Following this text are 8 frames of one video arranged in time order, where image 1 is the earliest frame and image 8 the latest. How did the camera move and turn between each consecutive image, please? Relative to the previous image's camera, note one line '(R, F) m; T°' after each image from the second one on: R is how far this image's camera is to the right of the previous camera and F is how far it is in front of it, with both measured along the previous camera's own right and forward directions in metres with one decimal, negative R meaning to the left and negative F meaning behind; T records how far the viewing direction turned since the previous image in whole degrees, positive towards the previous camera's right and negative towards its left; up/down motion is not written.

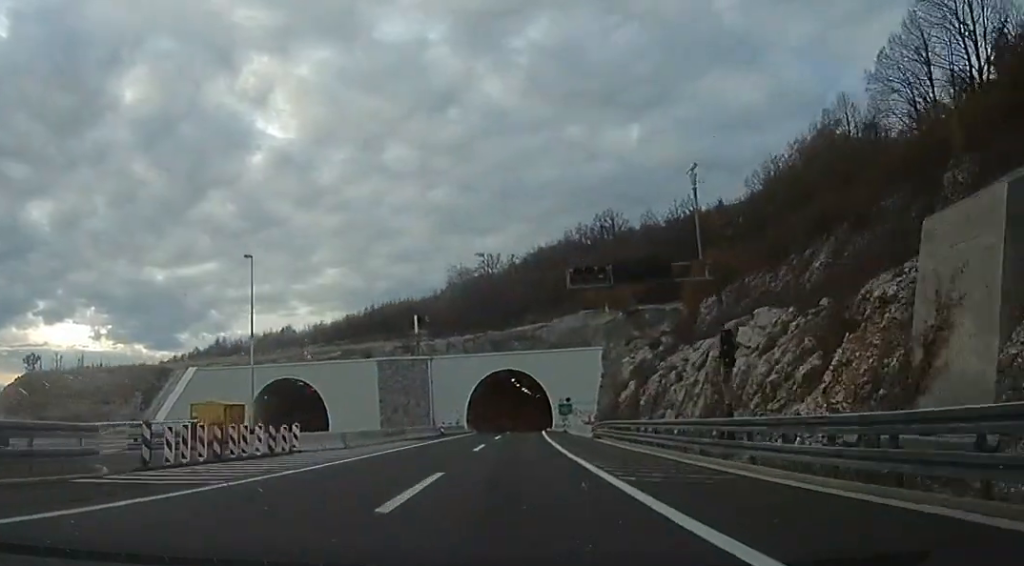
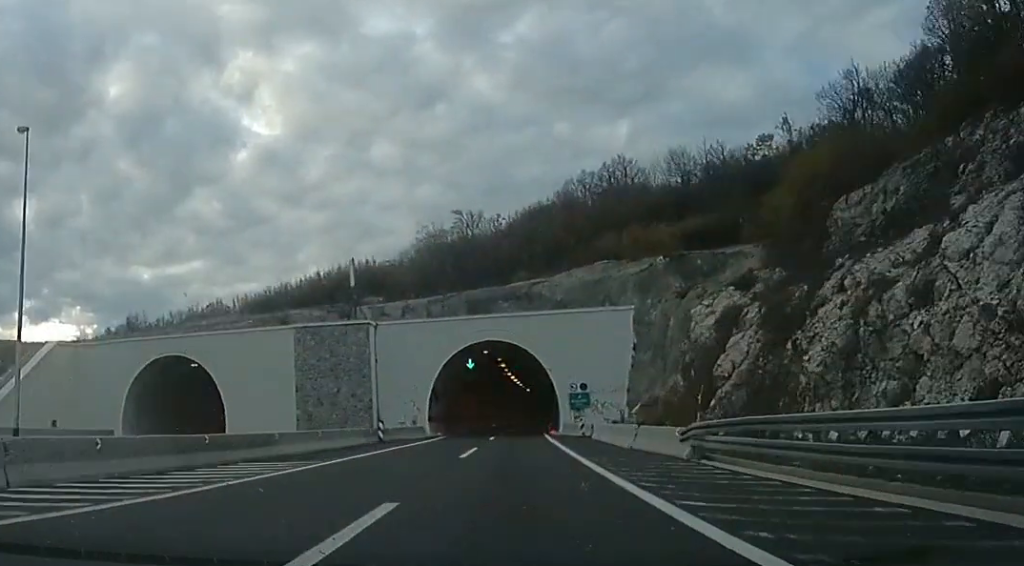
(-1.2, +21.3) m; 0°
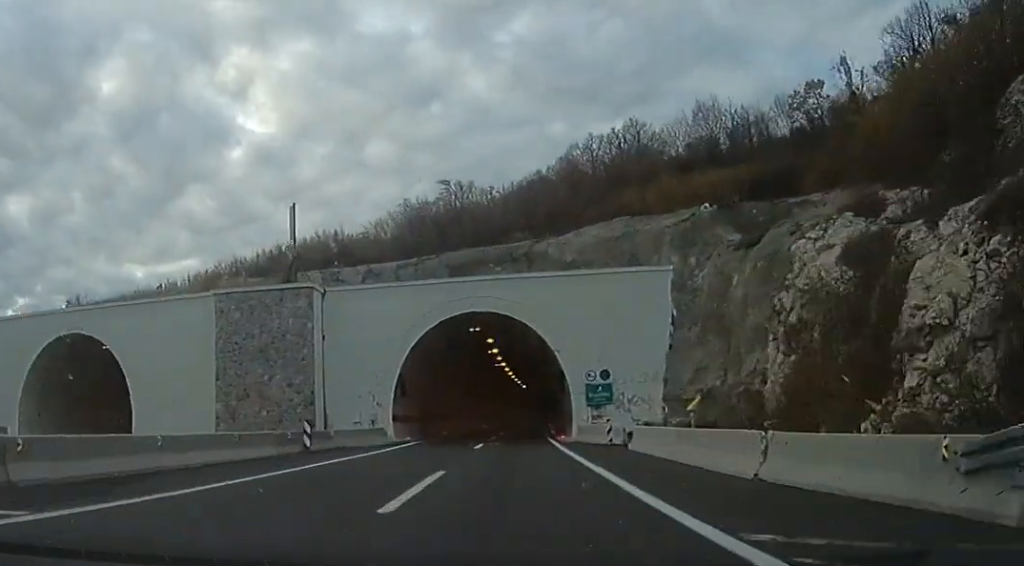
(+0.5, +11.9) m; +1°
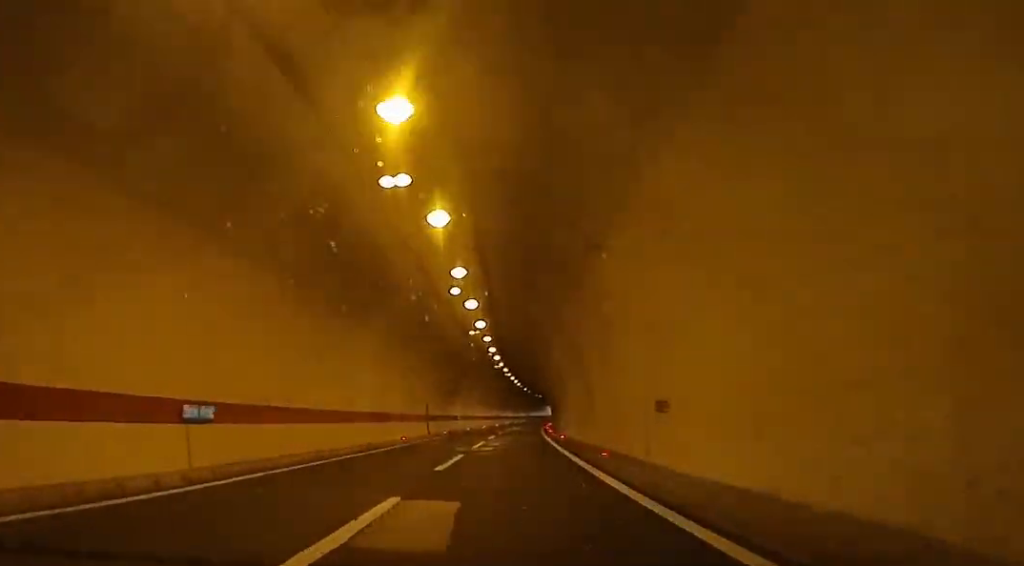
(+1.6, +46.2) m; +5°
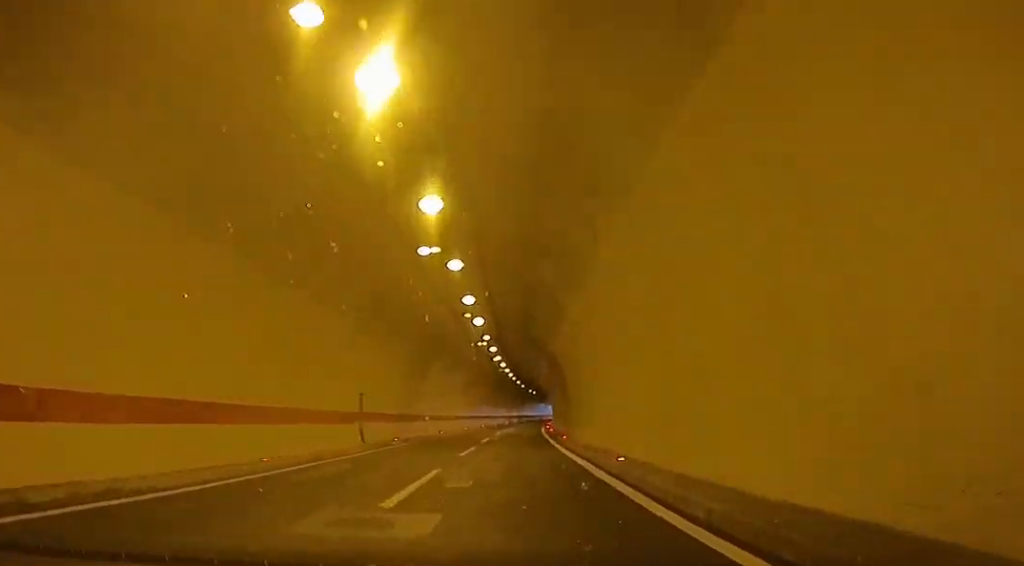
(+0.9, +18.0) m; +2°
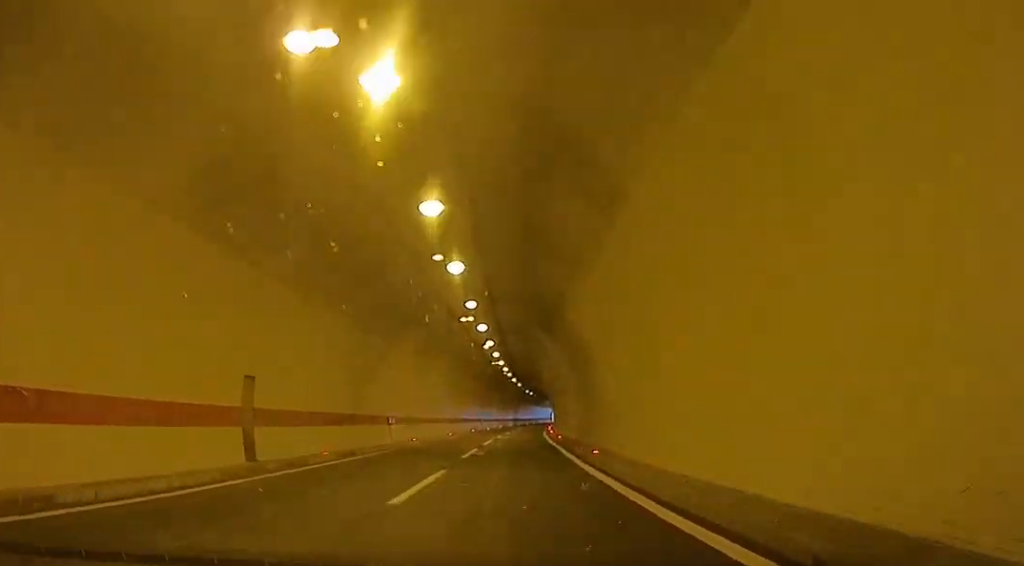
(+0.2, +11.4) m; +1°
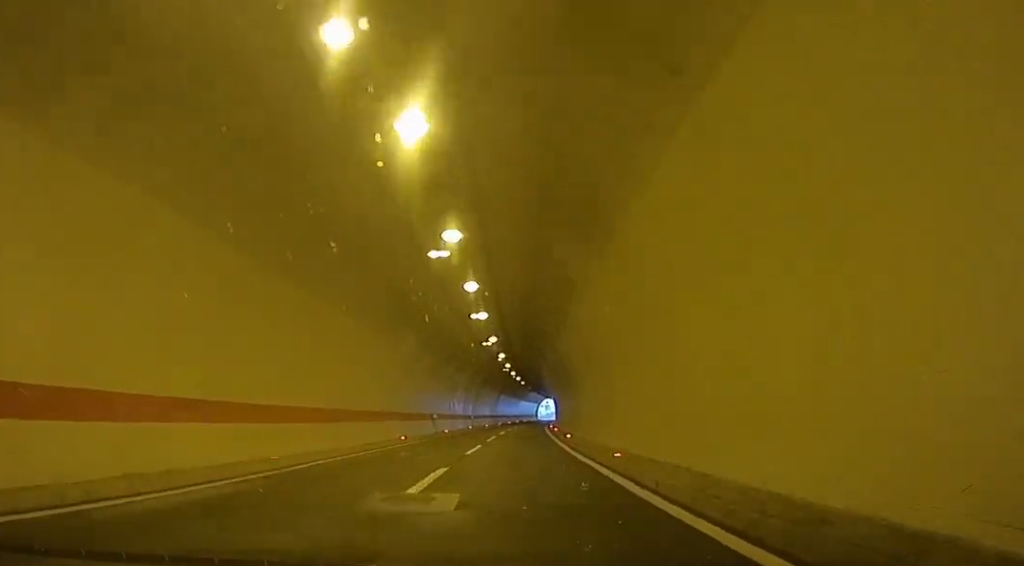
(-0.8, +35.9) m; -3°
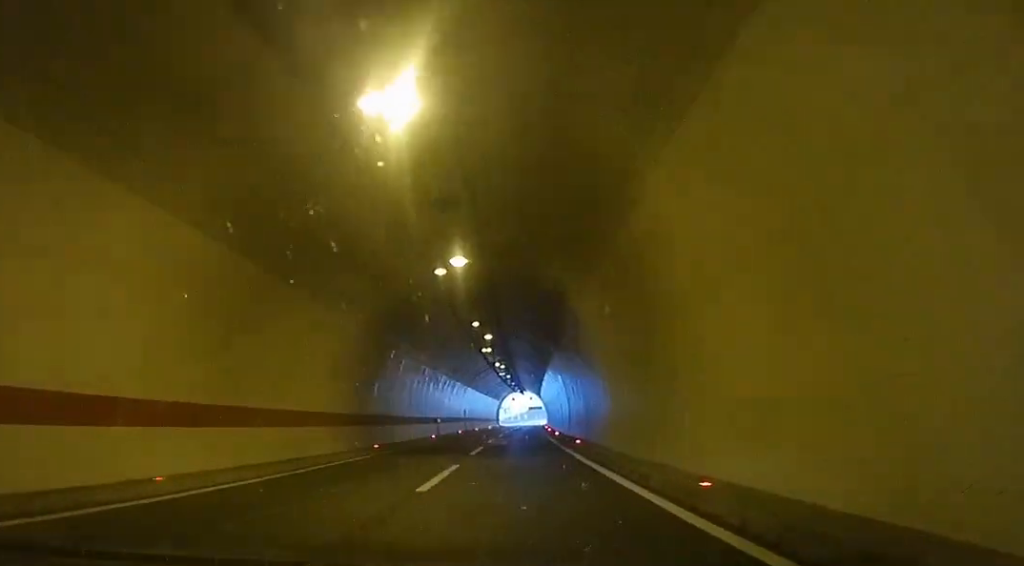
(-0.6, +69.9) m; 0°
